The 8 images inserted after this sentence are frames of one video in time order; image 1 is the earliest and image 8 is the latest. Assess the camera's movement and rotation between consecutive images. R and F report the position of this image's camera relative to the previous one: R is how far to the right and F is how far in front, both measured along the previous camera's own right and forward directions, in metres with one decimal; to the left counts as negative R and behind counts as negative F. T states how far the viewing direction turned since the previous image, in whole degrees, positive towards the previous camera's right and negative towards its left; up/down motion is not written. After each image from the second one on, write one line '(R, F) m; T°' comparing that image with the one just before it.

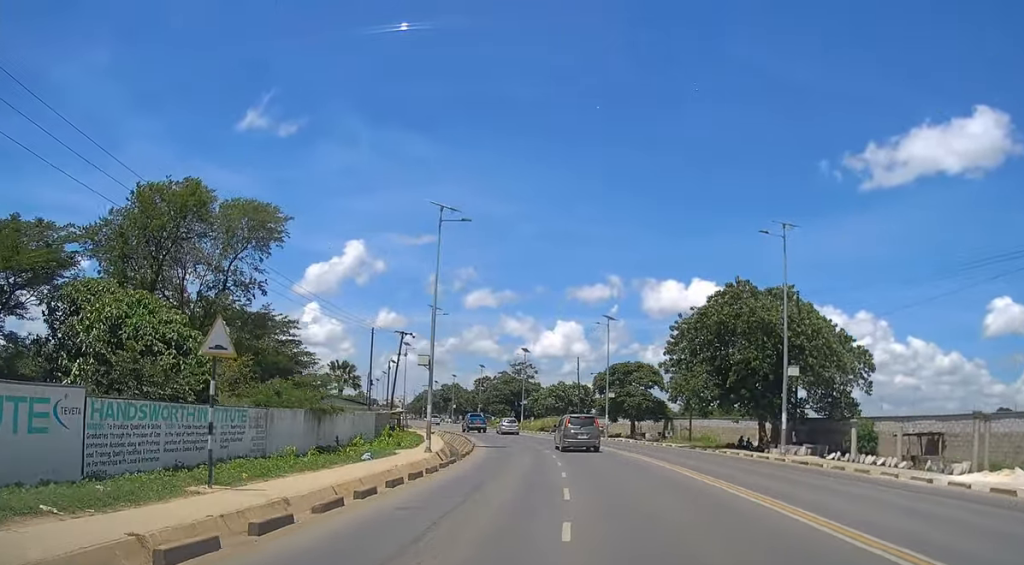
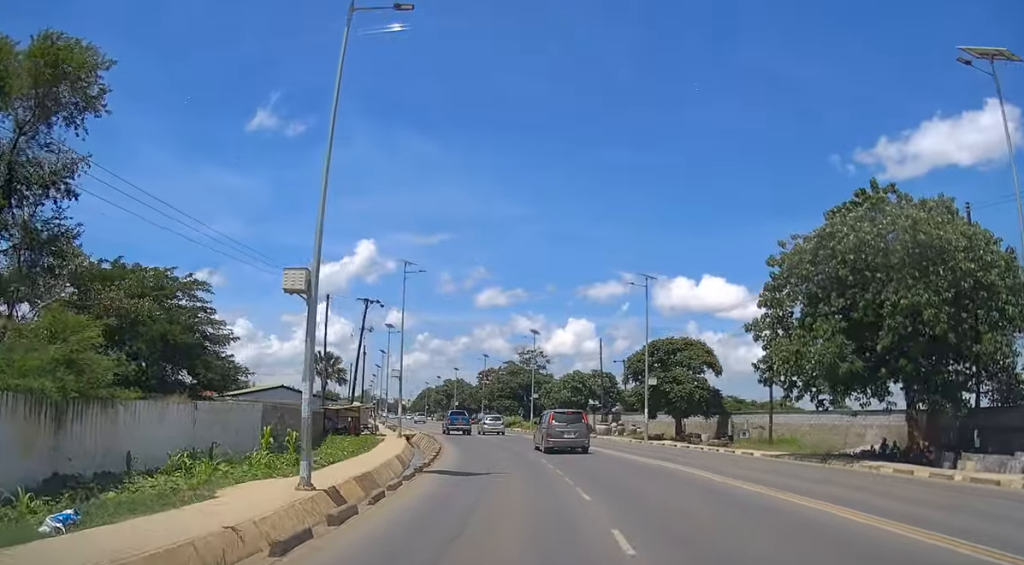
(-0.3, +18.9) m; -2°
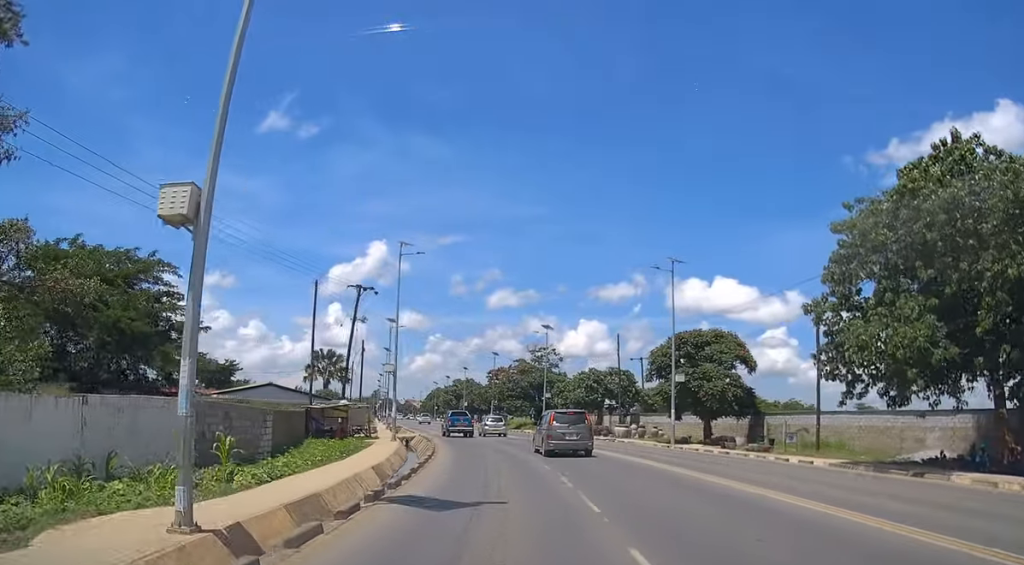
(-0.1, +5.7) m; -1°
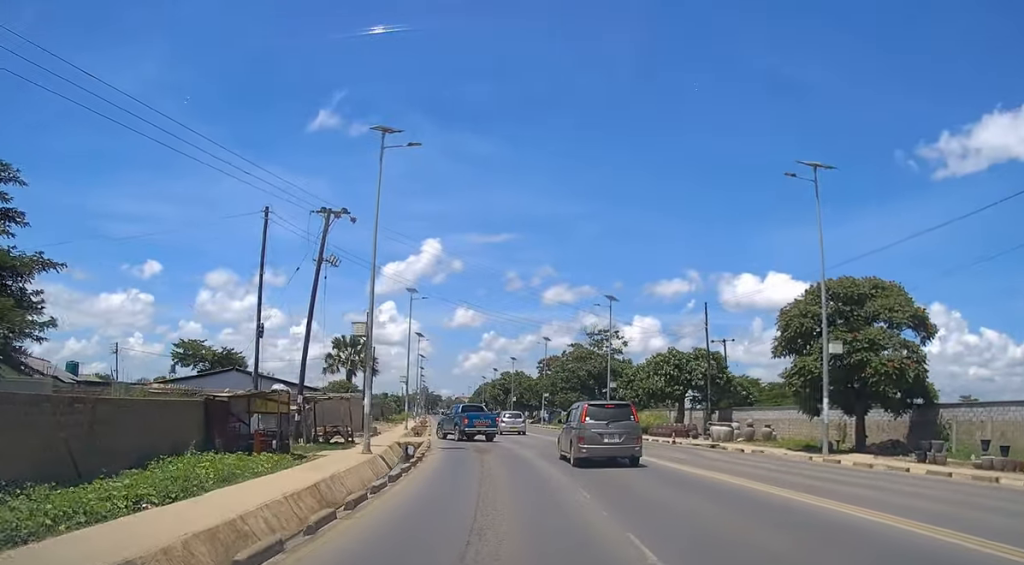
(-0.3, +17.1) m; -3°
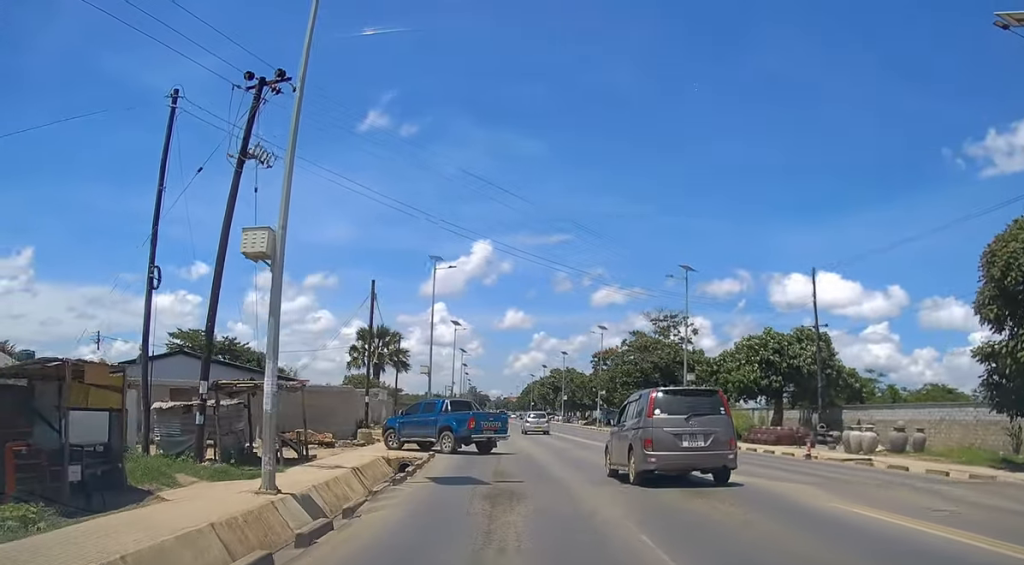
(-0.3, +13.1) m; -4°
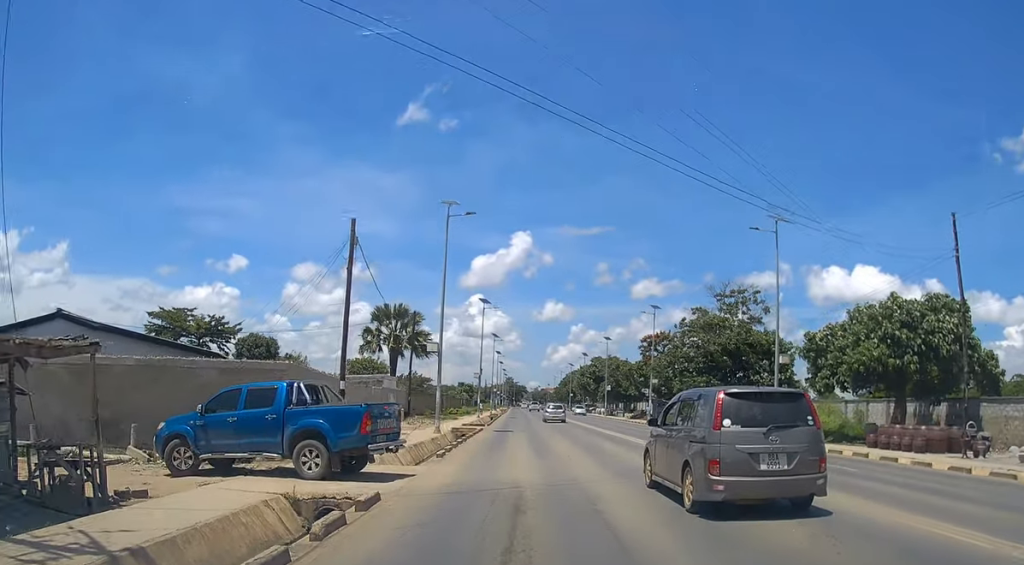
(-0.6, +12.3) m; -4°
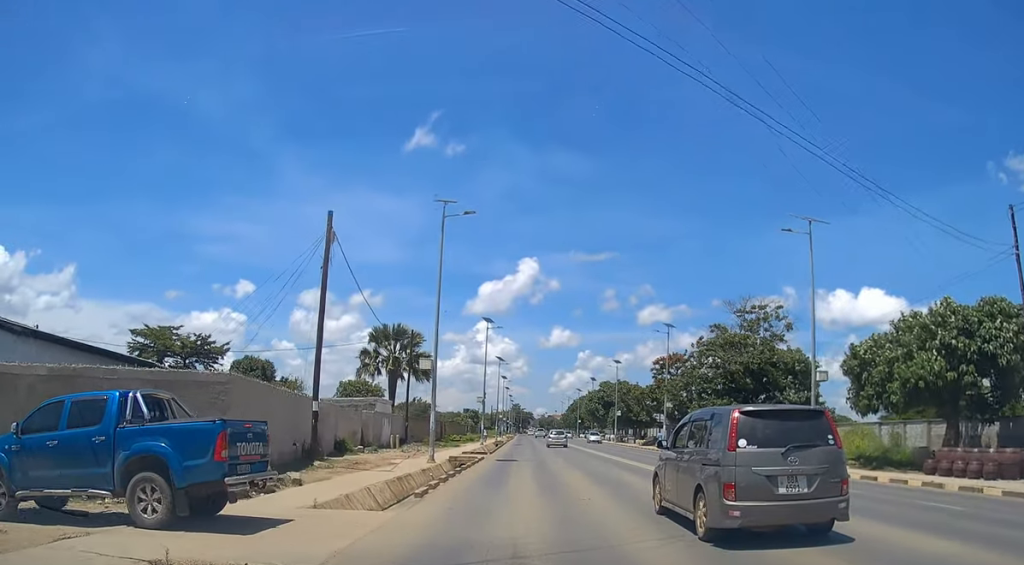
(0.0, +4.4) m; -1°
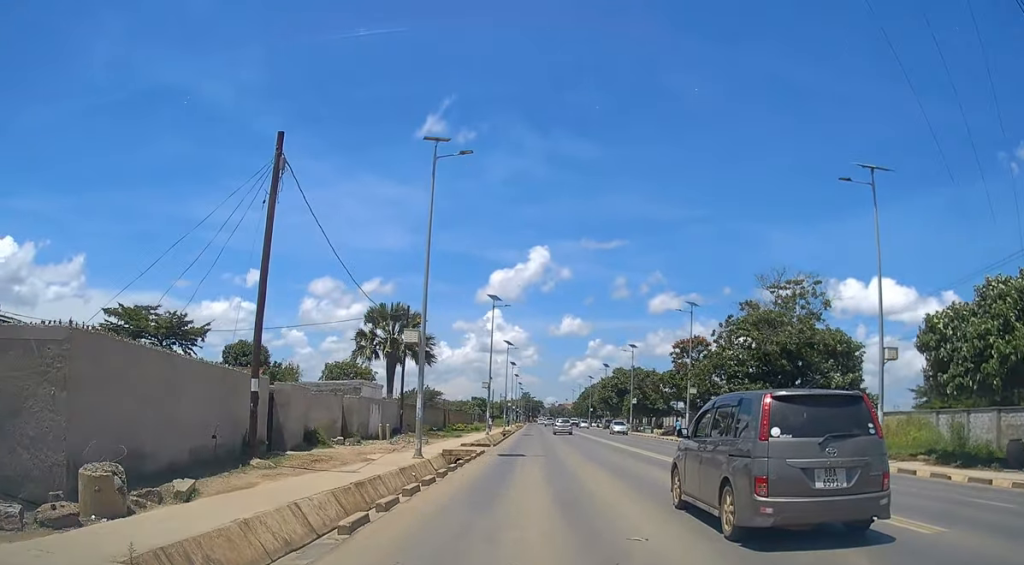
(-0.2, +6.0) m; -1°
